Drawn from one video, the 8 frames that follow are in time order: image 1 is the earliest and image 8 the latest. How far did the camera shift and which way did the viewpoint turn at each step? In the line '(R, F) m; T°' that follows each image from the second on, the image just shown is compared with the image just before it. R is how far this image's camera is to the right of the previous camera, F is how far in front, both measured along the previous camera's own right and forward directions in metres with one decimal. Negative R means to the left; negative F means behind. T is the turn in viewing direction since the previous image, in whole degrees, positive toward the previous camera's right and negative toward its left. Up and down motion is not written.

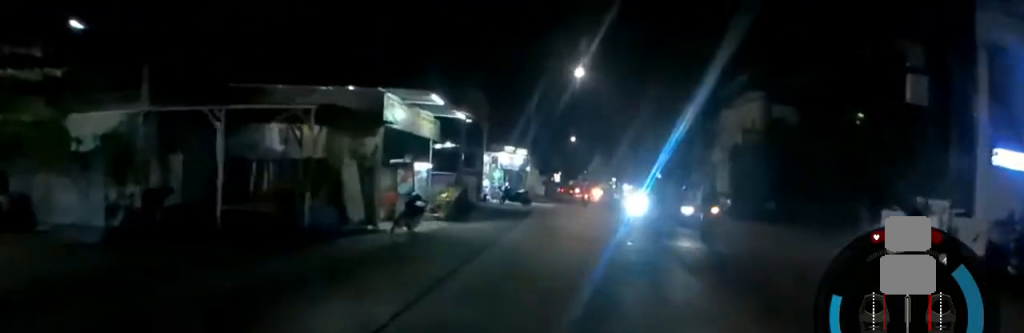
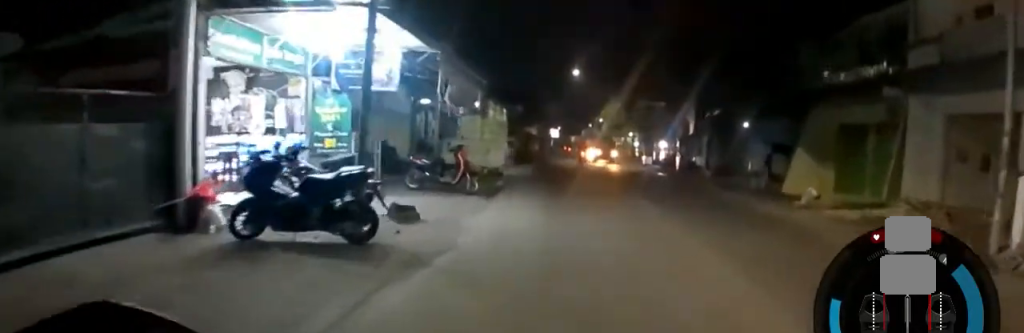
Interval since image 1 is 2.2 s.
(+0.3, +27.0) m; +5°
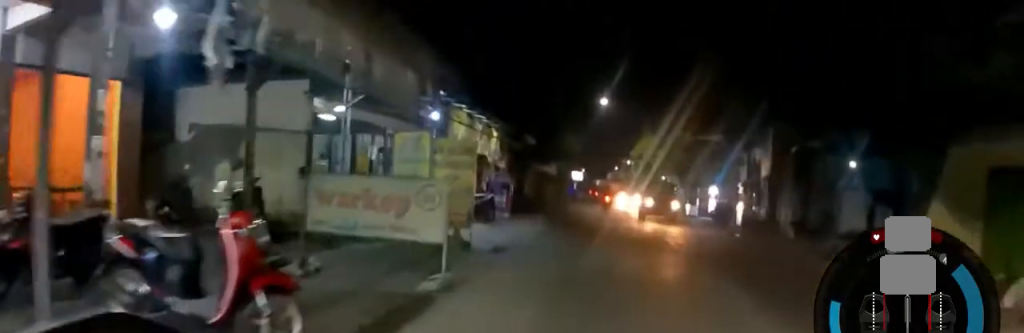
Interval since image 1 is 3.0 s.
(+0.3, +10.0) m; -2°
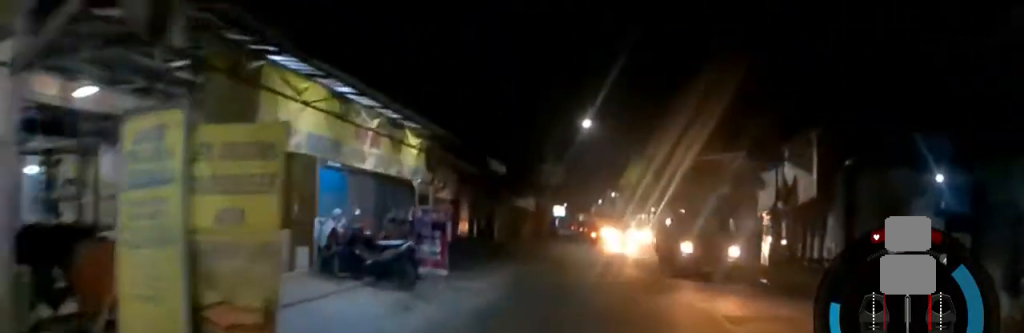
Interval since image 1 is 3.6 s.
(0.0, +6.6) m; -2°
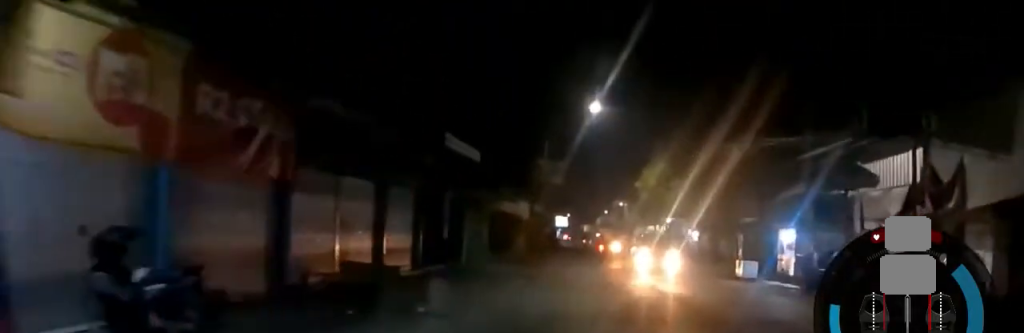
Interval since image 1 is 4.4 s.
(-0.9, +9.0) m; 0°
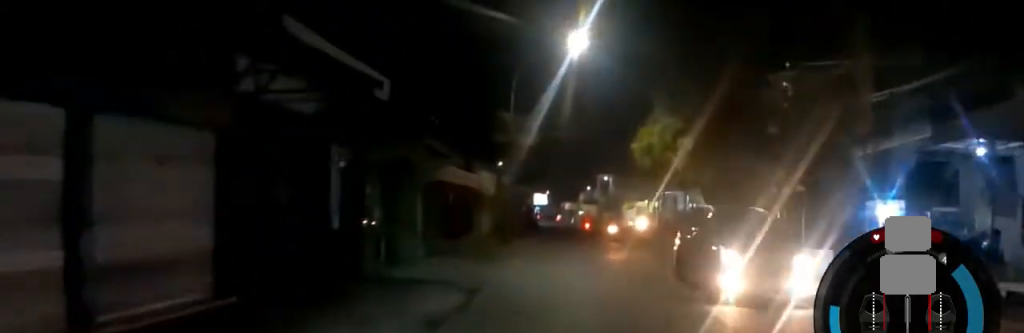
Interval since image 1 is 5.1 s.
(+0.7, +8.3) m; 0°
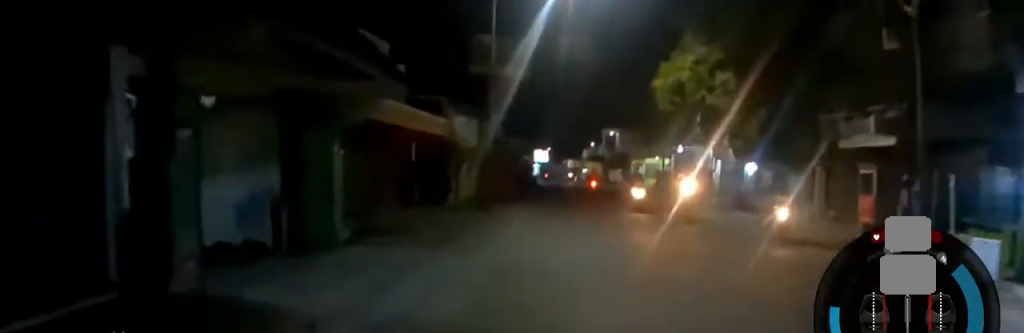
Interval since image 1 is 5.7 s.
(+0.1, +6.4) m; 0°
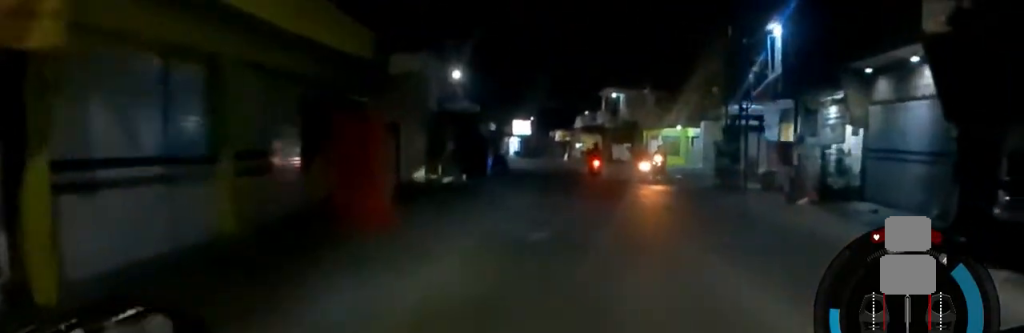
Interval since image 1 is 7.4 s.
(+0.2, +19.2) m; 0°
